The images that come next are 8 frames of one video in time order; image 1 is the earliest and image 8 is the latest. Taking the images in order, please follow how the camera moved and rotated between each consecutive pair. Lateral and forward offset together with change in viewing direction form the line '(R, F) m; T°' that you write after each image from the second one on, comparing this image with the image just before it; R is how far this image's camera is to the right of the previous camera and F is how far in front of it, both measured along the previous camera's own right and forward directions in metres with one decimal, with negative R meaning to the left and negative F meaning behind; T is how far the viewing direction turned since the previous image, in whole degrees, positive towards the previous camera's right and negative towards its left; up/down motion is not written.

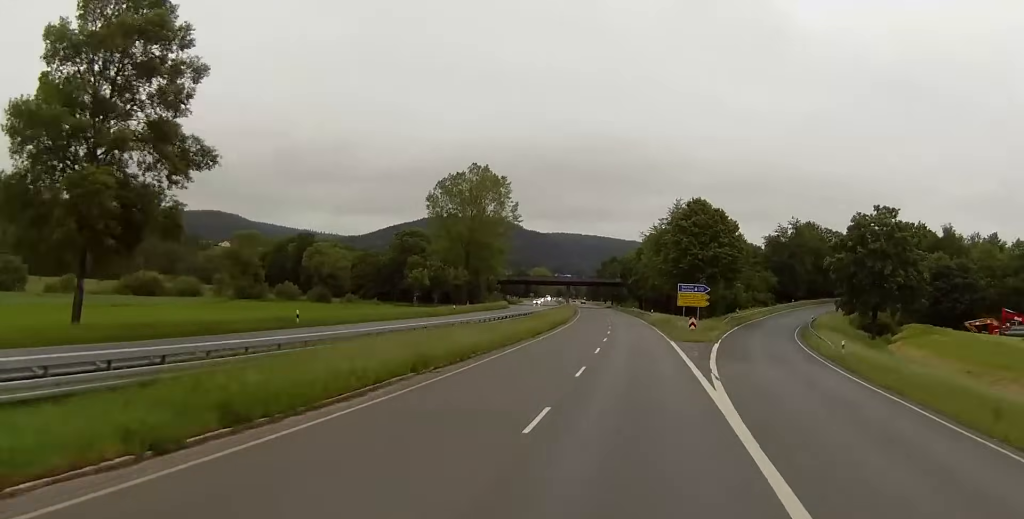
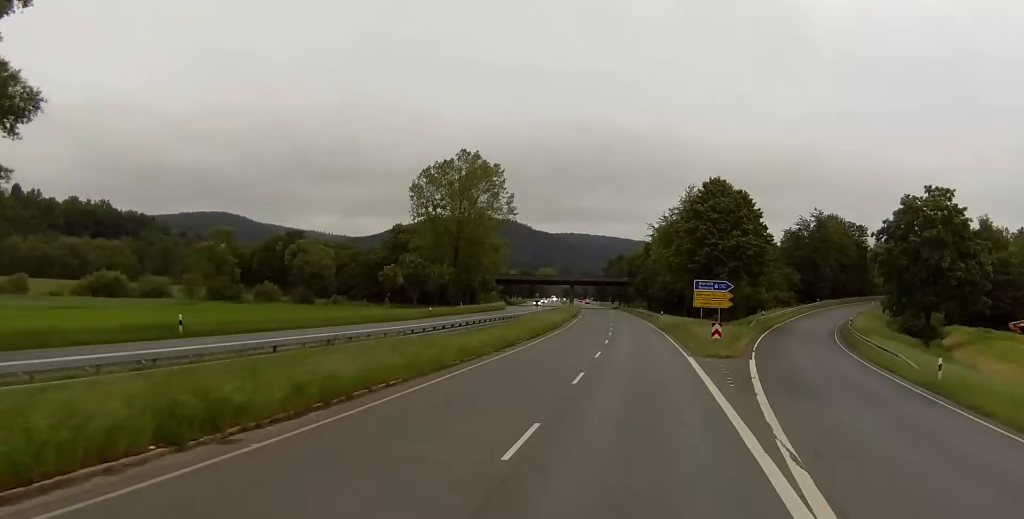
(-0.1, +14.6) m; -1°
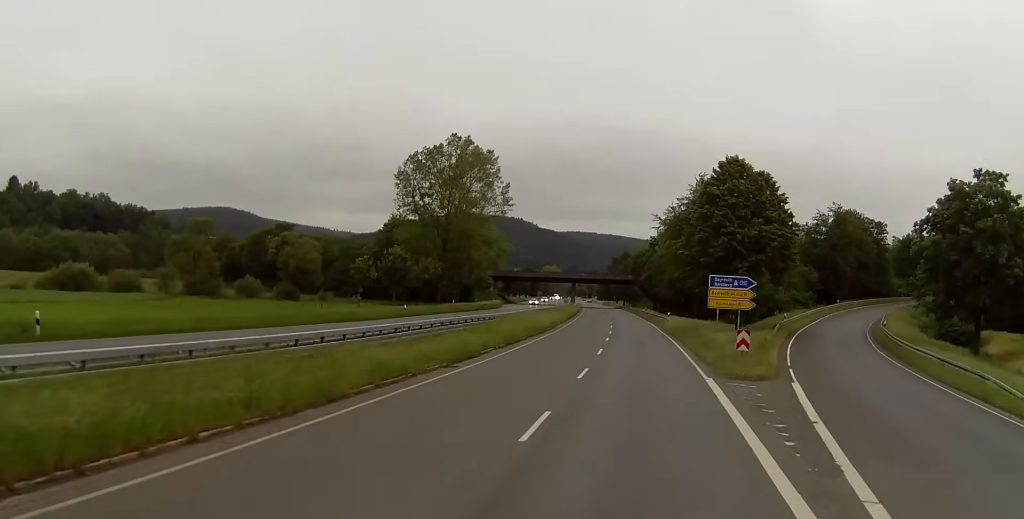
(-0.2, +10.6) m; 0°
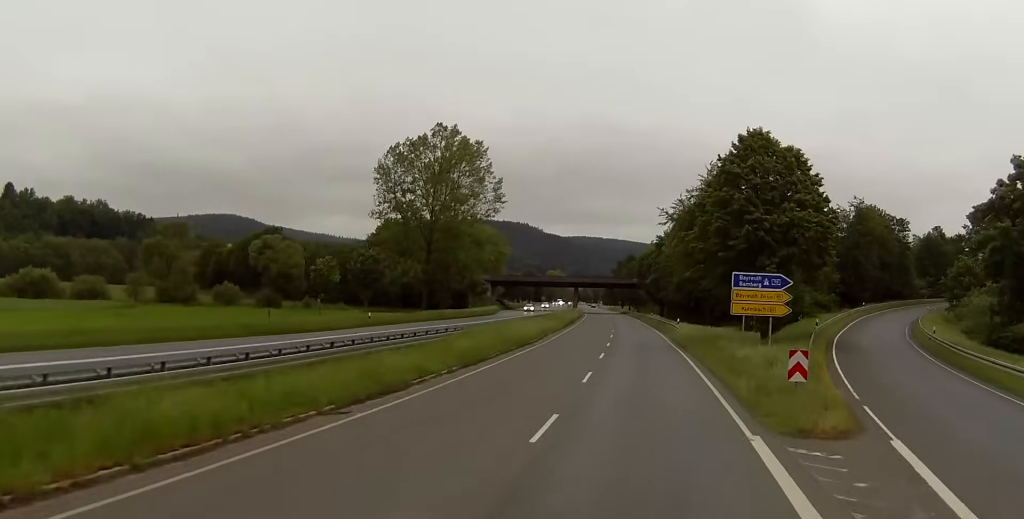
(+0.1, +11.2) m; 0°
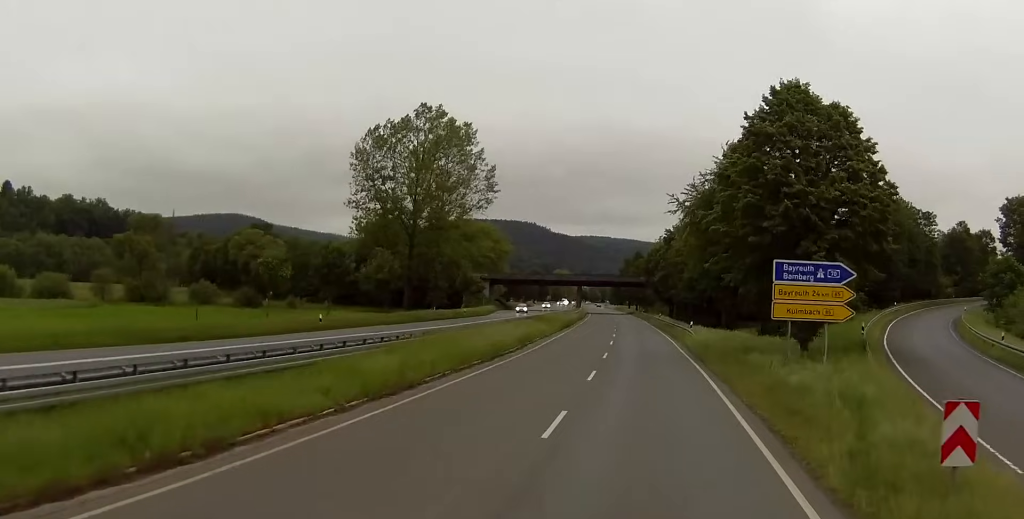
(+0.2, +11.2) m; 0°
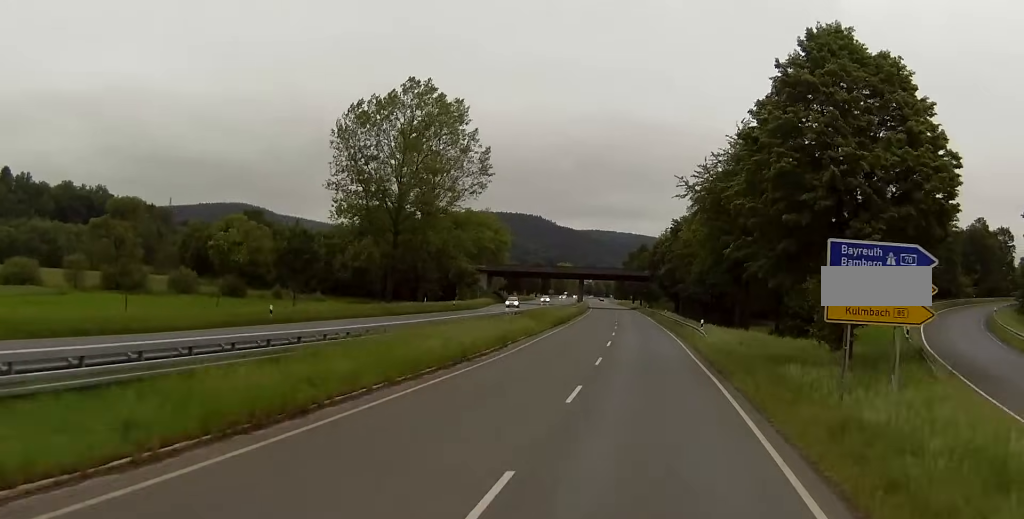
(-0.2, +7.9) m; 0°
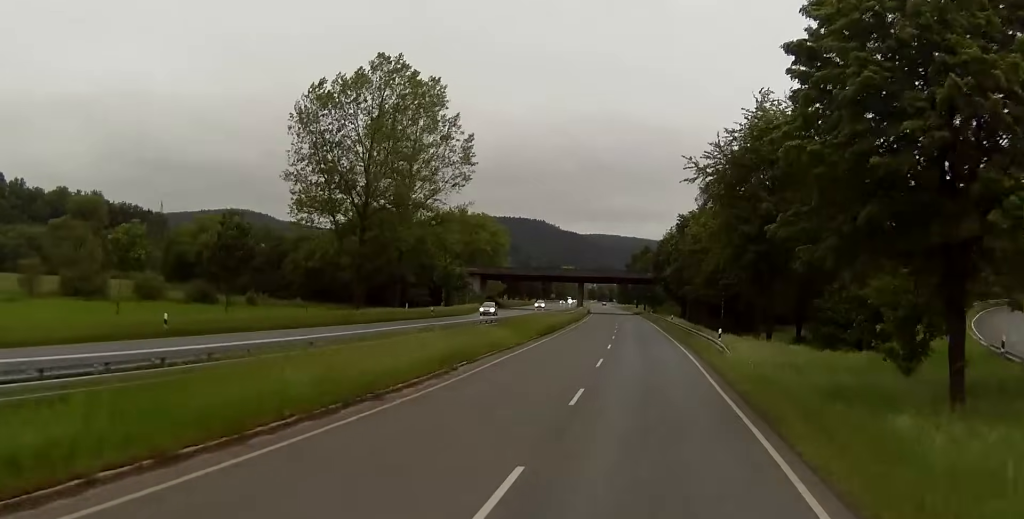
(-0.1, +11.2) m; -1°
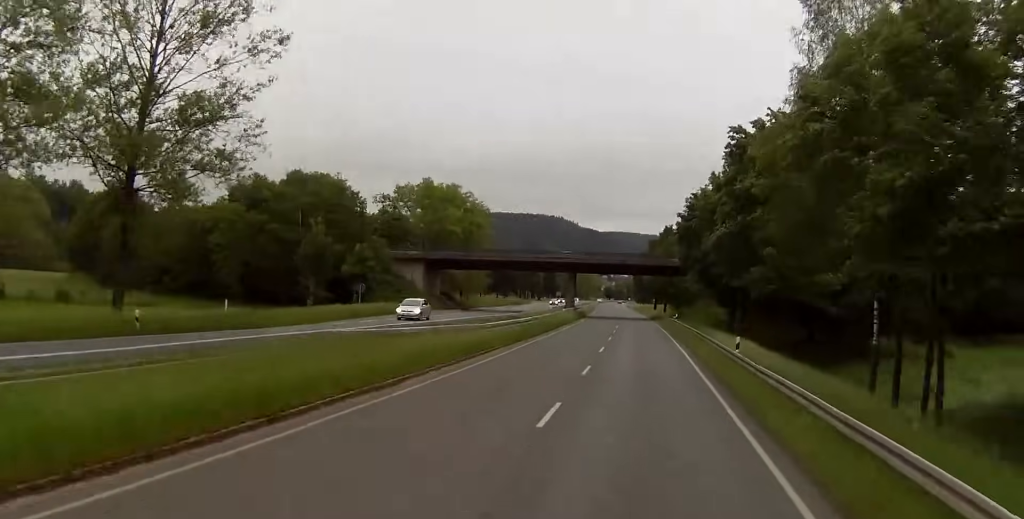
(-0.6, +52.6) m; -2°
